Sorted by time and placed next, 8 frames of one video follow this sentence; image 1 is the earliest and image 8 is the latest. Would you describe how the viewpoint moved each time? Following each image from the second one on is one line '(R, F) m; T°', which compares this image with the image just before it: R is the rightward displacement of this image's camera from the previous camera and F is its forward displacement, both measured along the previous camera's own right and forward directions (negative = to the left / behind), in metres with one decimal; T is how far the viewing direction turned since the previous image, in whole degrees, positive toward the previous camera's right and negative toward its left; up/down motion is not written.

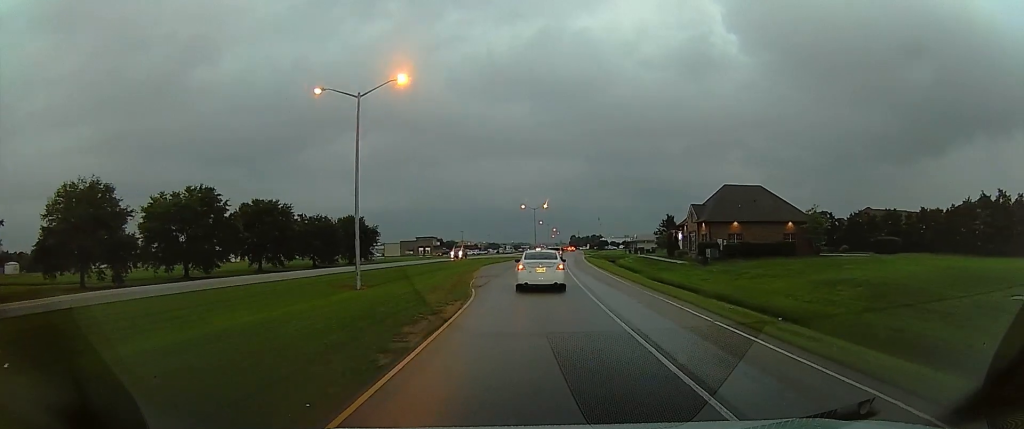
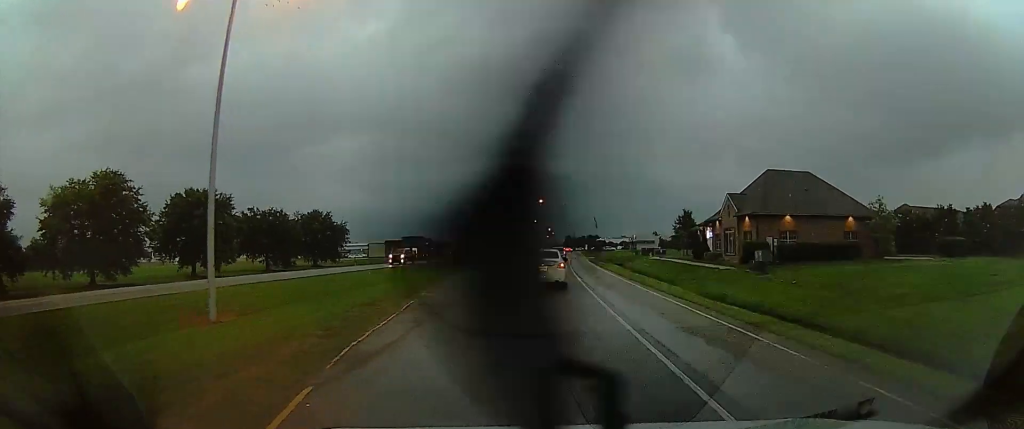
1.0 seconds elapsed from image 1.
(0.0, +15.2) m; 0°
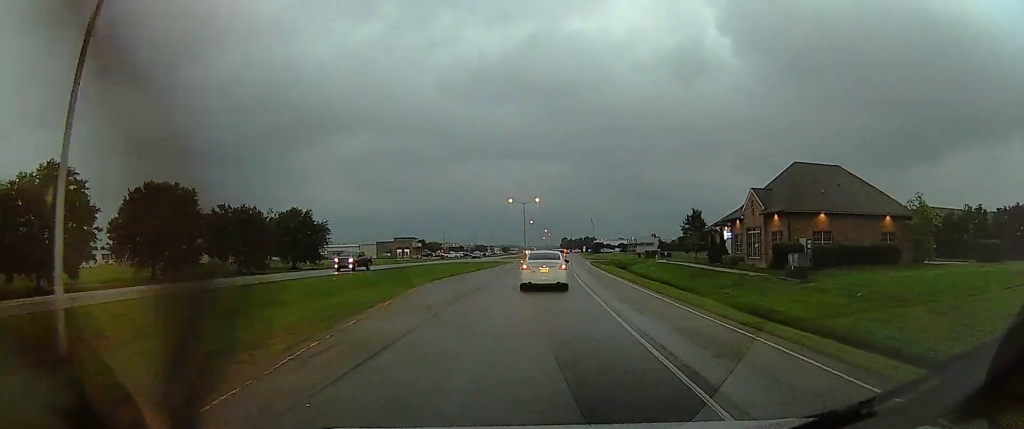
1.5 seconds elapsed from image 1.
(0.0, +7.2) m; 0°
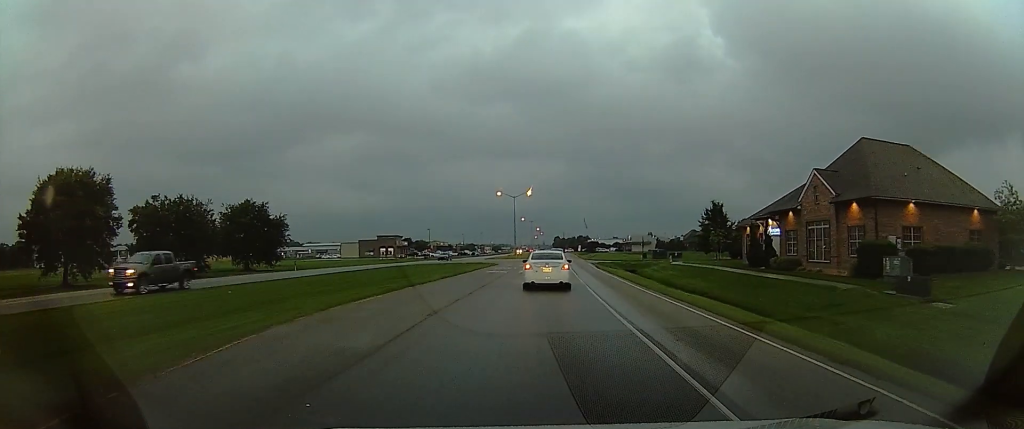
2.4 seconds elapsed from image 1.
(0.0, +12.6) m; 0°
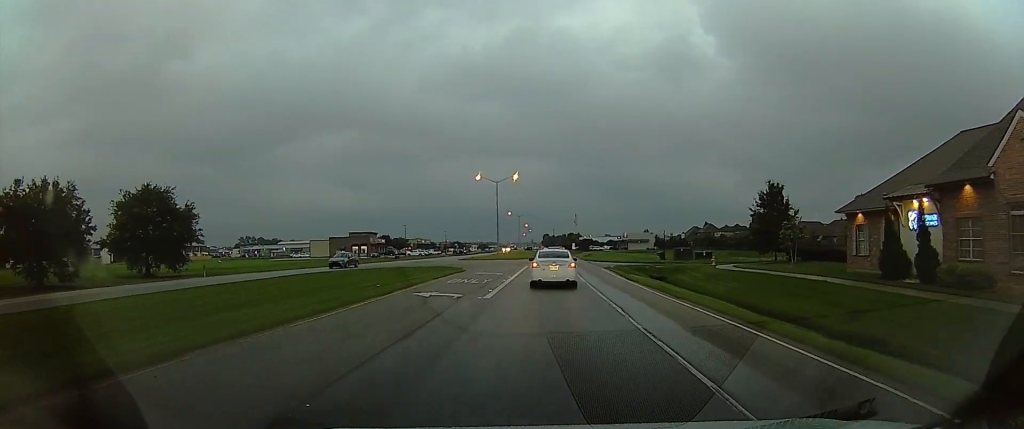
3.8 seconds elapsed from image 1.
(0.0, +20.4) m; 0°
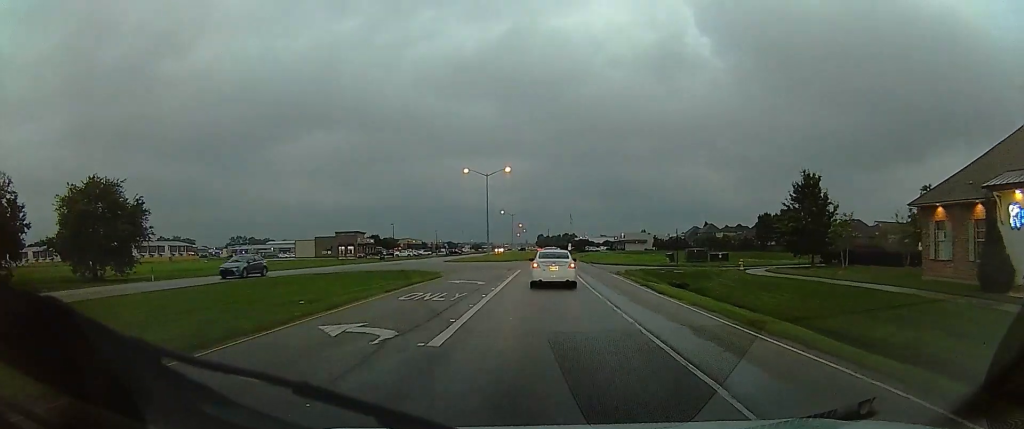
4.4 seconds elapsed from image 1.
(0.0, +8.1) m; 0°
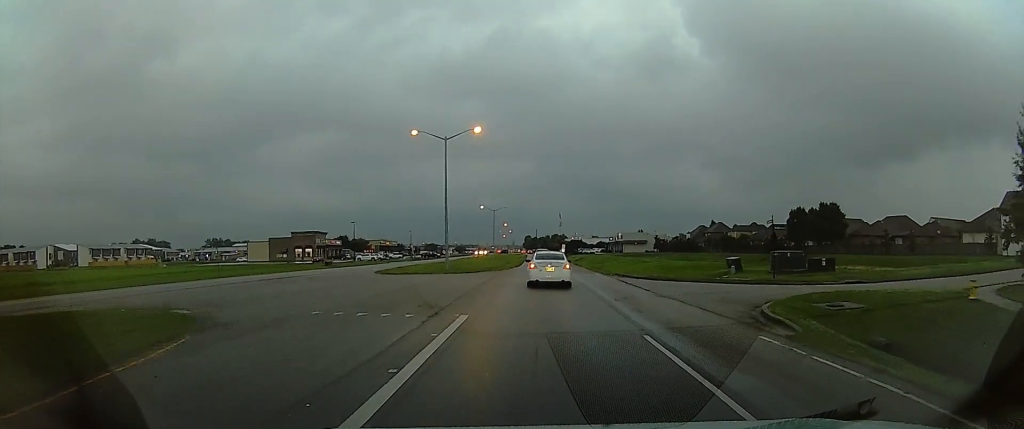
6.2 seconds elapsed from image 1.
(+0.7, +26.3) m; +5°
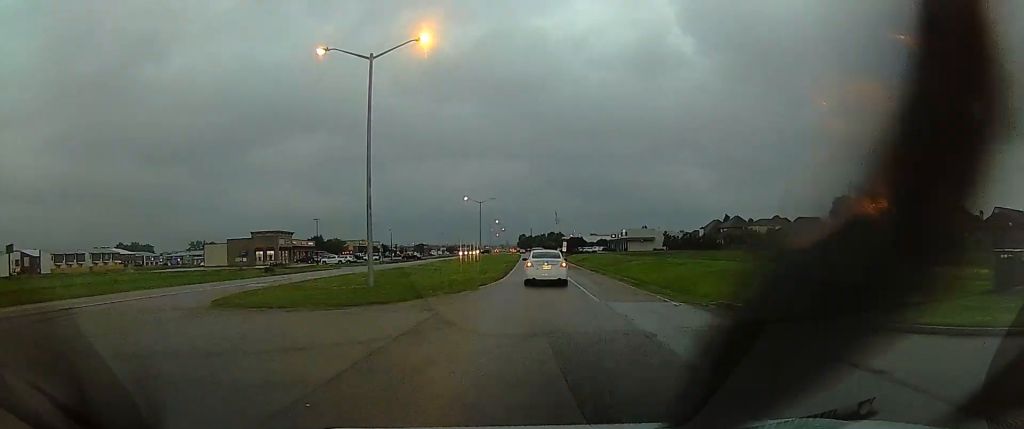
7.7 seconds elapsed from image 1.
(+0.2, +21.1) m; 0°
